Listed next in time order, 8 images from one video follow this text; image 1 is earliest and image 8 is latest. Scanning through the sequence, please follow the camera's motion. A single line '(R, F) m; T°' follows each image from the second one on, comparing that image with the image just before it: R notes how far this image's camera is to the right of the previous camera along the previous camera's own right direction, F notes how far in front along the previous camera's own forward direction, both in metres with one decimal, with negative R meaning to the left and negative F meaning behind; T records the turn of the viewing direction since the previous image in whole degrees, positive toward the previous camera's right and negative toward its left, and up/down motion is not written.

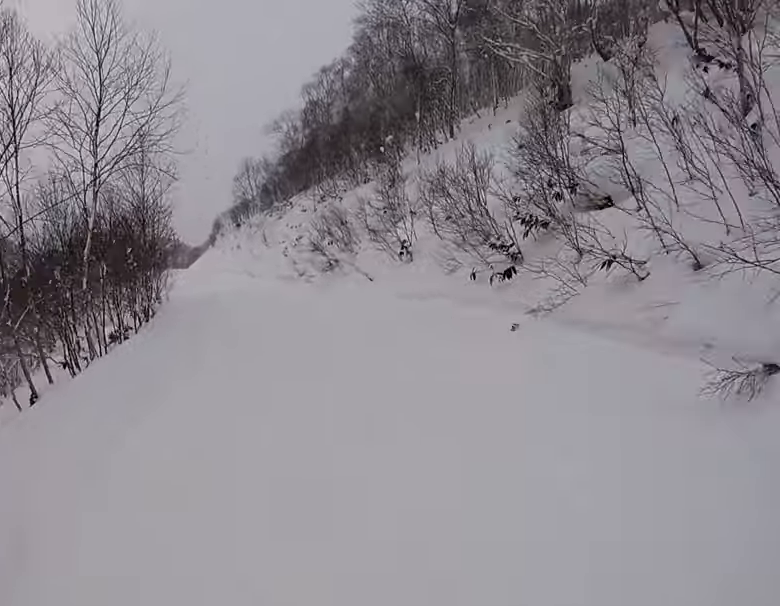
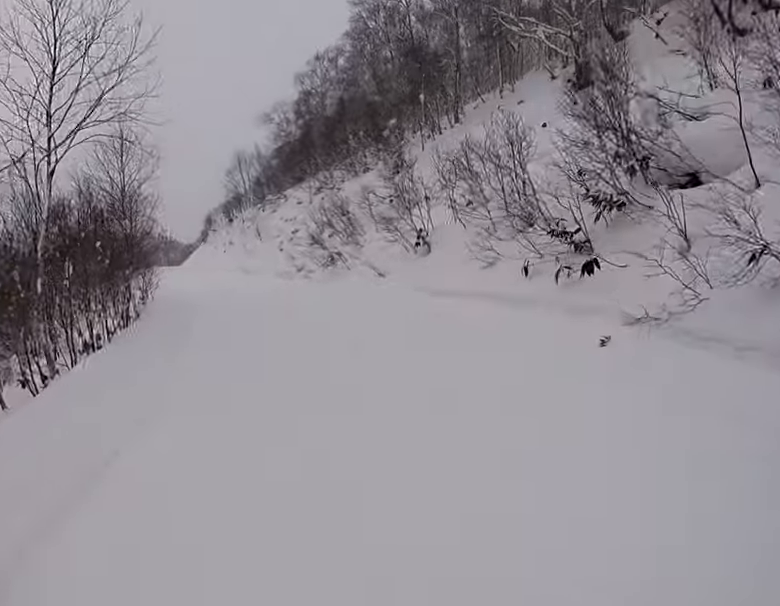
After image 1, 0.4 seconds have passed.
(+0.4, +2.8) m; -3°
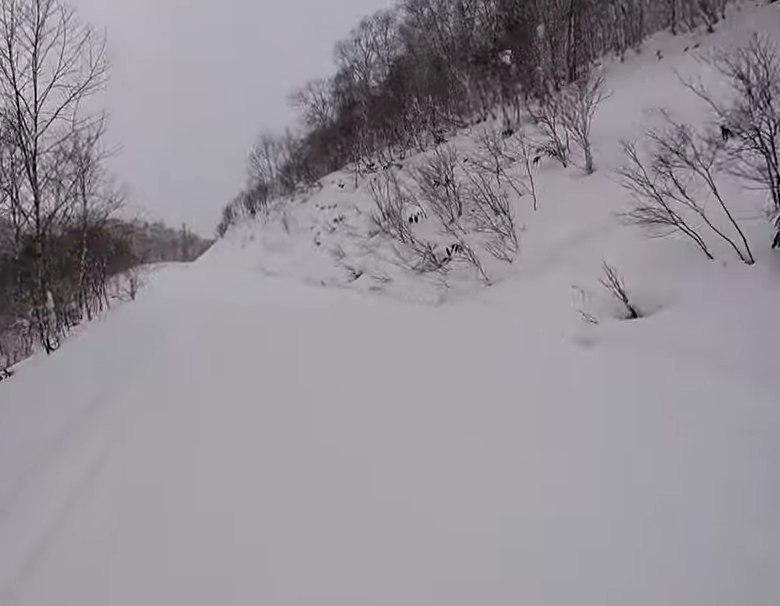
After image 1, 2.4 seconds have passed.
(-0.6, +12.4) m; +1°
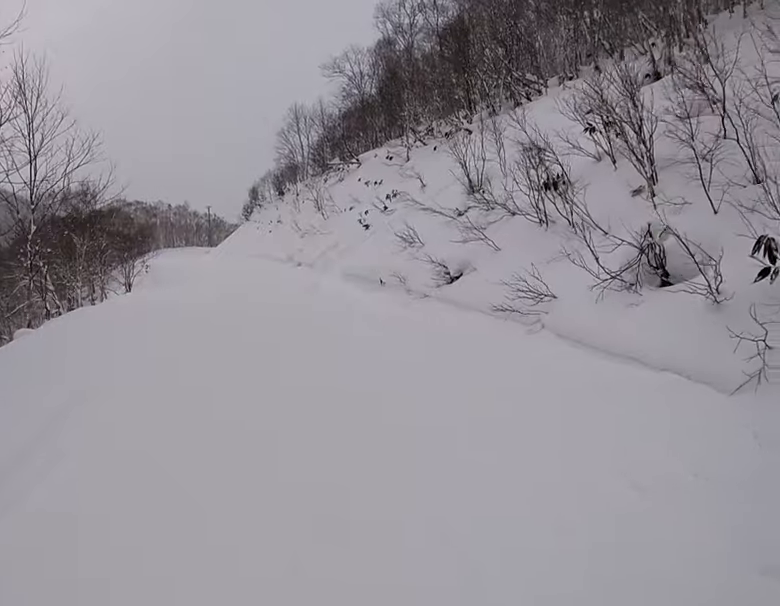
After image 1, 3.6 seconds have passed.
(+0.1, +7.5) m; -9°
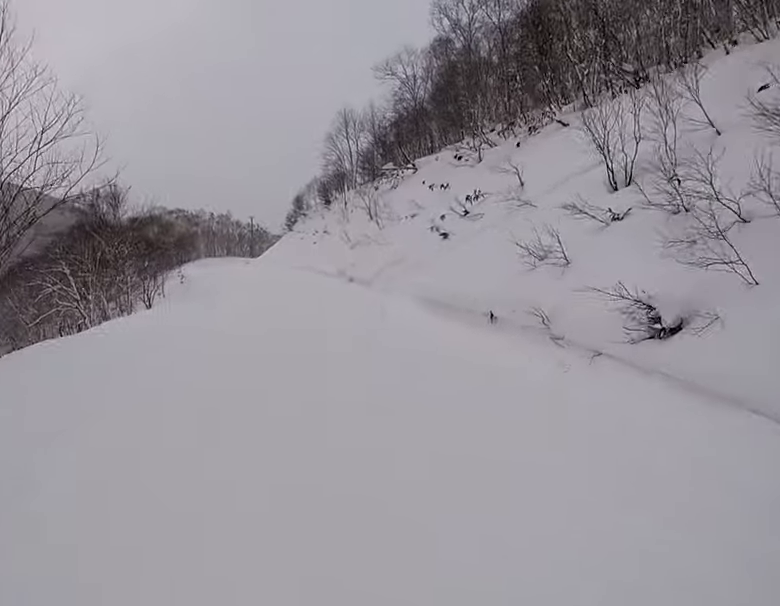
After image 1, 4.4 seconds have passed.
(-0.6, +5.1) m; 0°
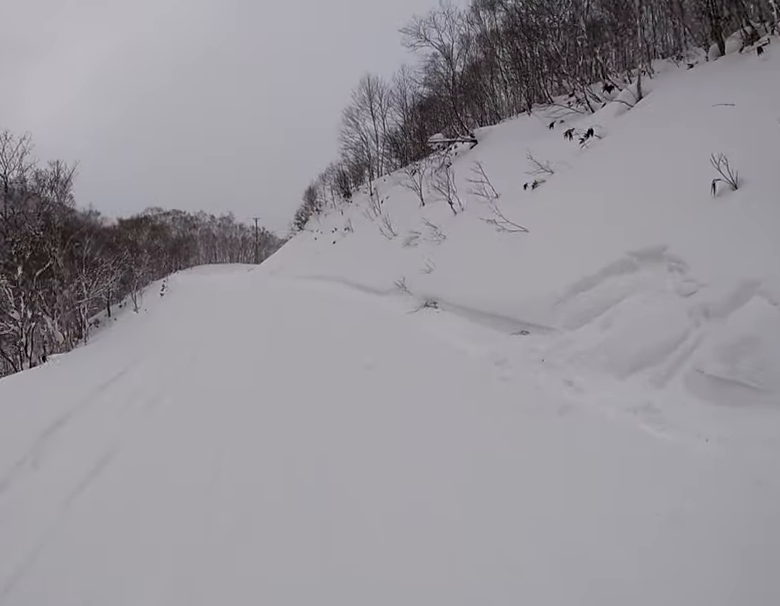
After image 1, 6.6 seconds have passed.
(+0.5, +13.0) m; -3°
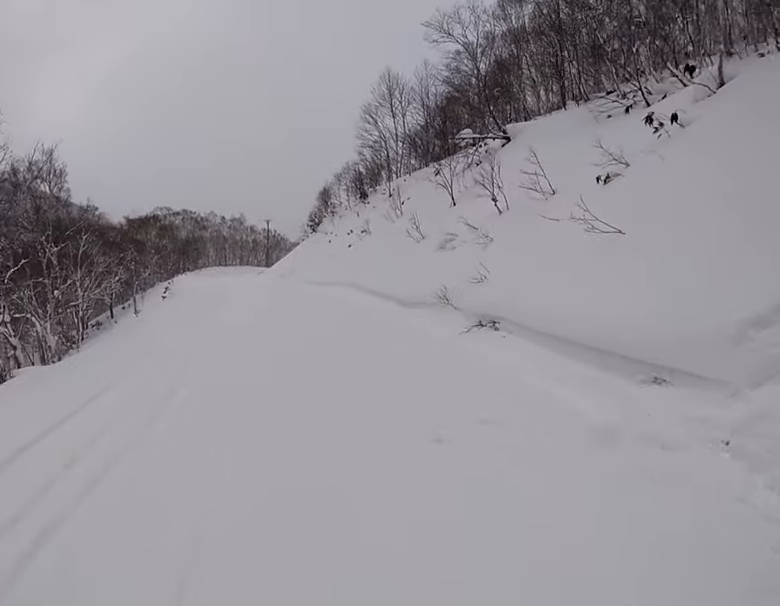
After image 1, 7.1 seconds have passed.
(-0.2, +3.0) m; -2°
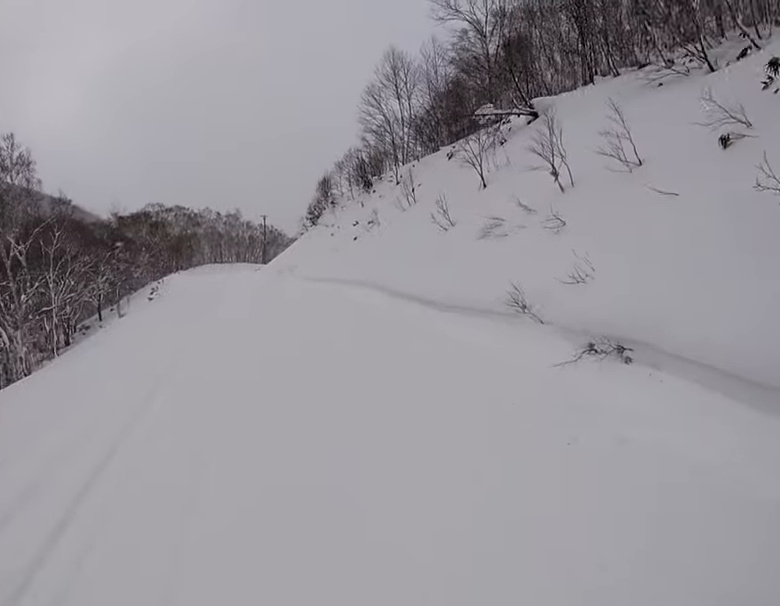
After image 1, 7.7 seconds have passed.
(+0.6, +4.2) m; 0°
